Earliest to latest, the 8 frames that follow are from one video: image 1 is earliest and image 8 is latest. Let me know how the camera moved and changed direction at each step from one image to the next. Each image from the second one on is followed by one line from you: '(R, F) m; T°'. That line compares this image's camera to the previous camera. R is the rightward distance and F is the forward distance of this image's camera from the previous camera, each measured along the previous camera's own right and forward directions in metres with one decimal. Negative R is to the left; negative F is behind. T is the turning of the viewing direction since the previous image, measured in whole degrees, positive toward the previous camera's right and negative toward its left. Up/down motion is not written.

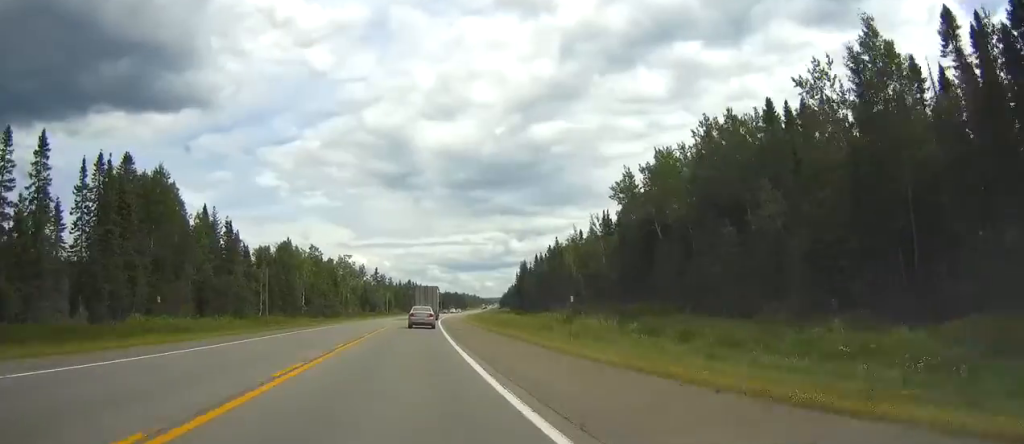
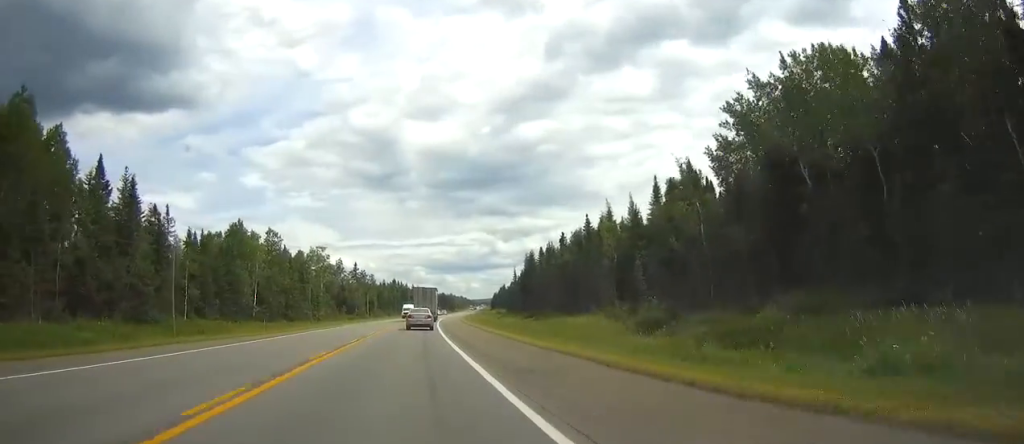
(+0.3, +31.1) m; +1°
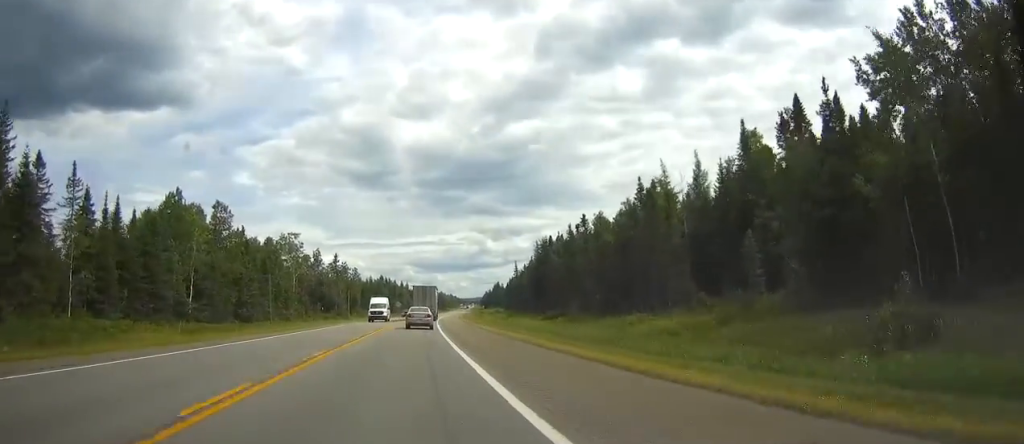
(+0.3, +26.4) m; +2°
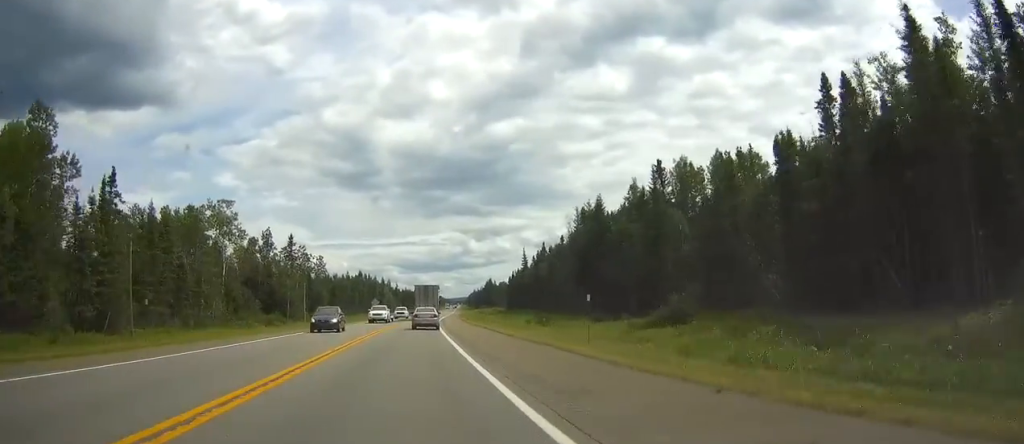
(+1.6, +44.4) m; +3°
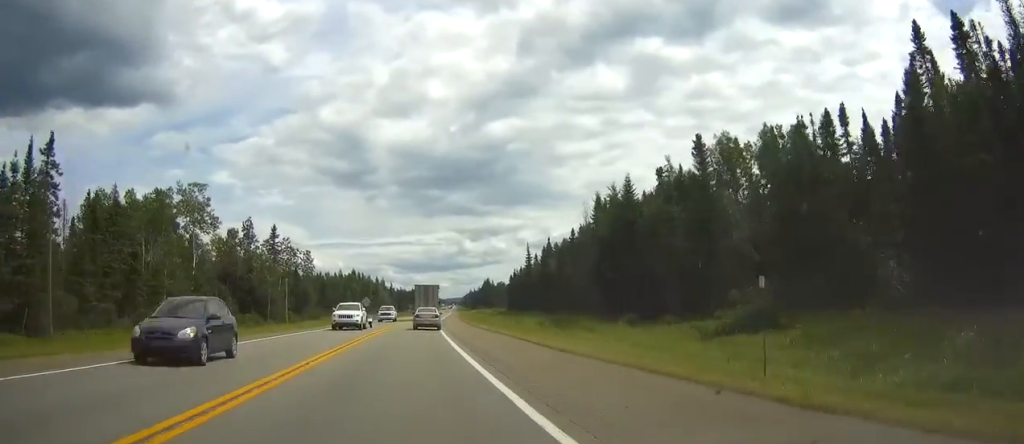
(0.0, +12.3) m; 0°
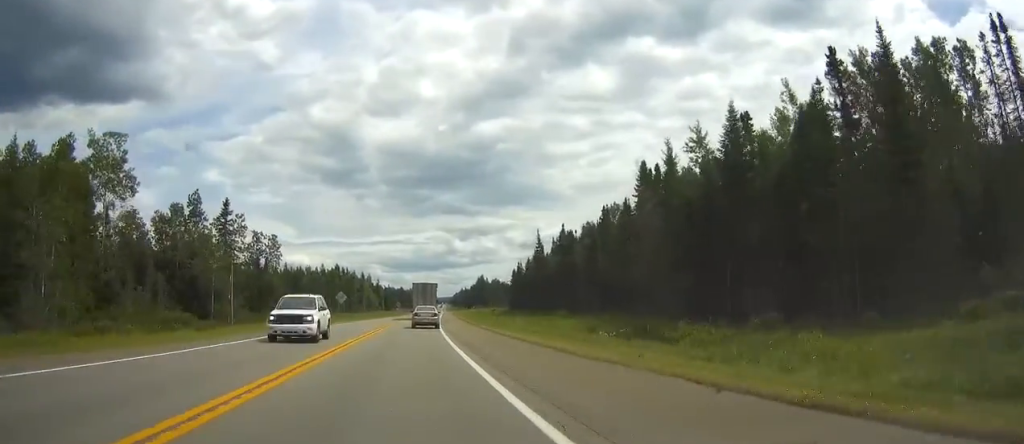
(0.0, +25.6) m; 0°
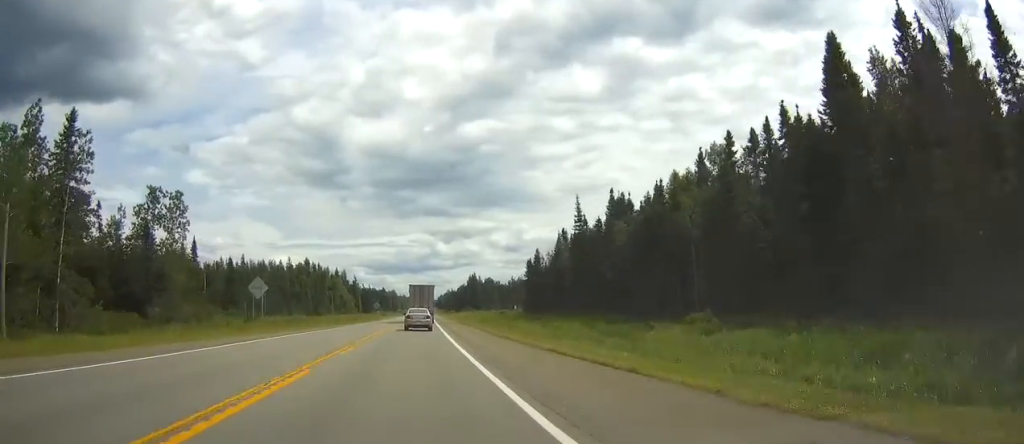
(0.0, +43.6) m; 0°
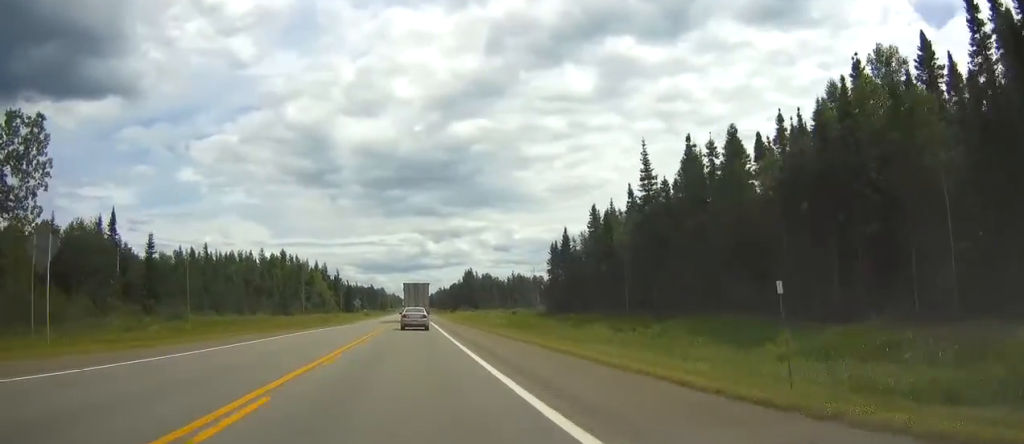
(0.0, +30.2) m; 0°
